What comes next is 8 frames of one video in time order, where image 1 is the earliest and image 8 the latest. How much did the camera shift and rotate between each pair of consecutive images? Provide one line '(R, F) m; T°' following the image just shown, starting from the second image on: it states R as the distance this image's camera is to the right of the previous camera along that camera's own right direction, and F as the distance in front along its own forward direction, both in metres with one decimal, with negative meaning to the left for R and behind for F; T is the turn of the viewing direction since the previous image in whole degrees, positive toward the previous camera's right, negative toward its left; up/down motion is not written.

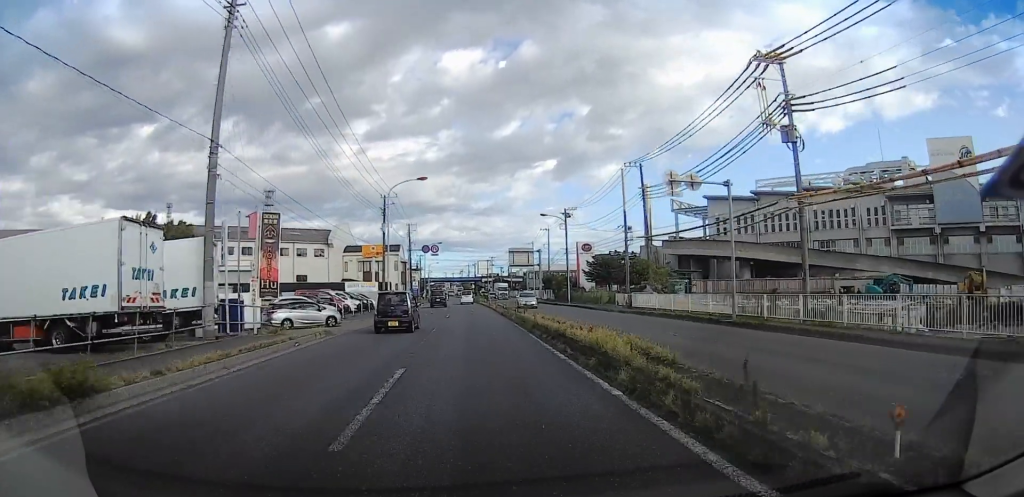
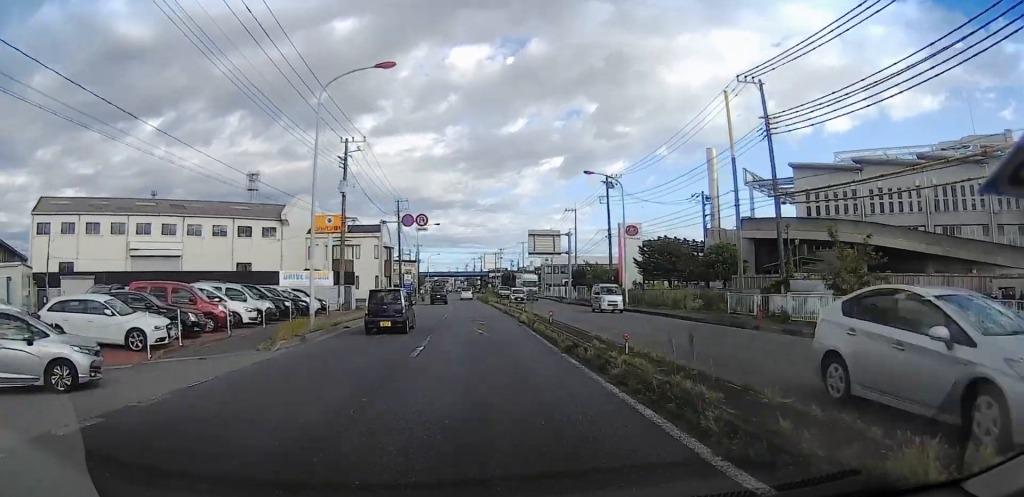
(+0.1, +22.7) m; 0°
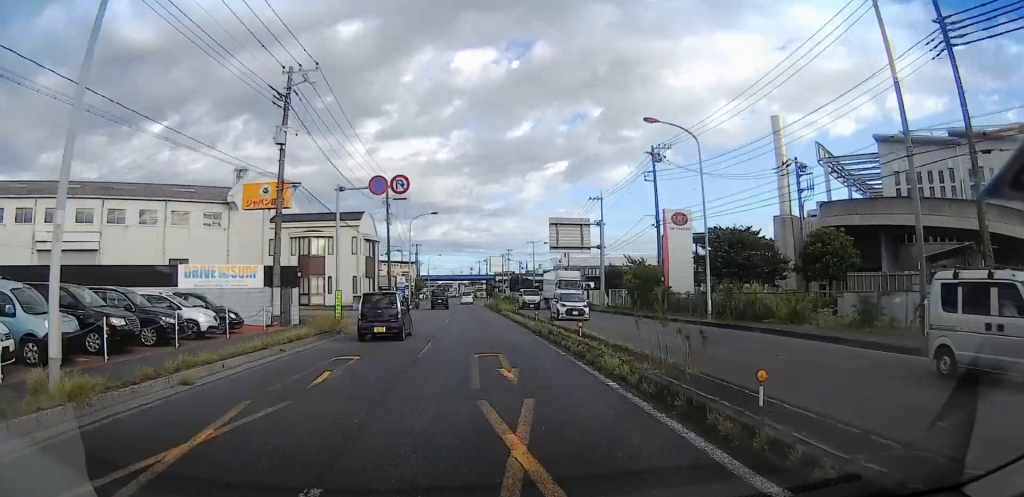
(-0.1, +14.9) m; 0°
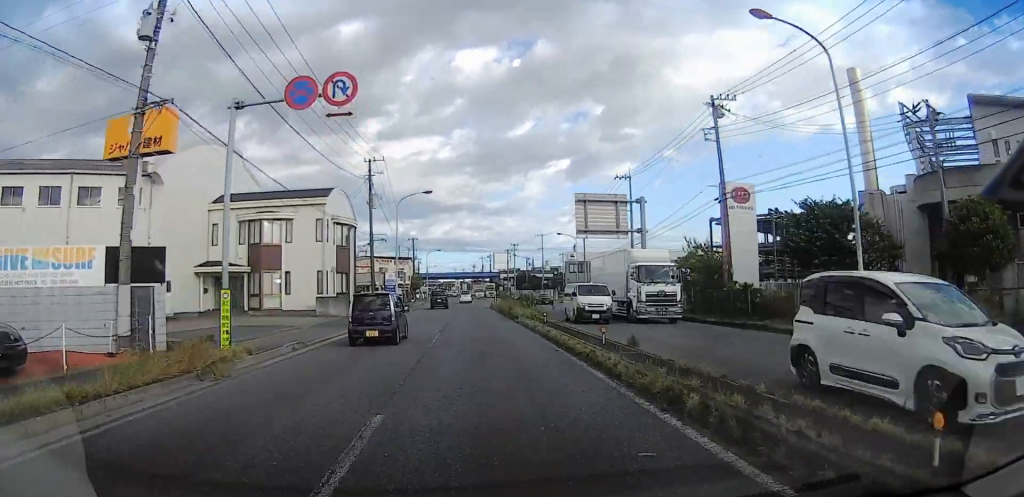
(0.0, +12.4) m; 0°
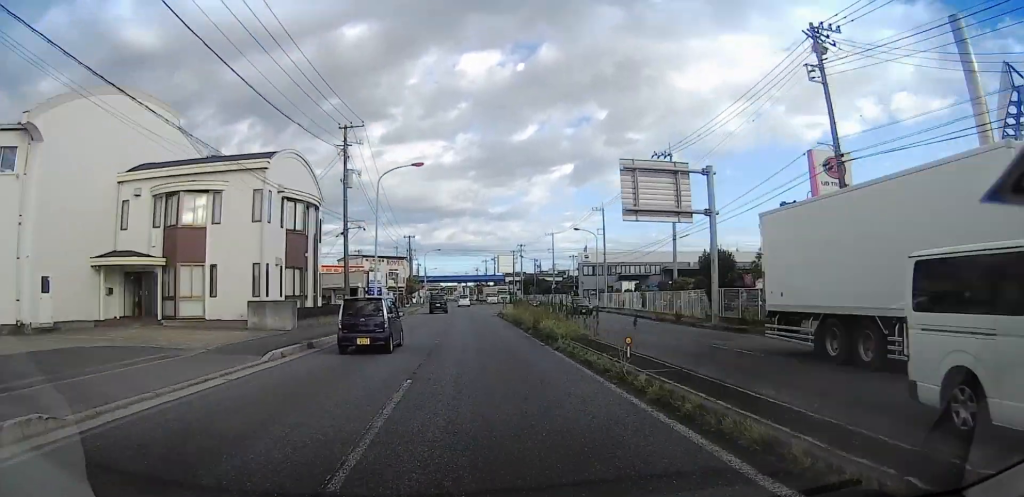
(0.0, +11.8) m; +1°
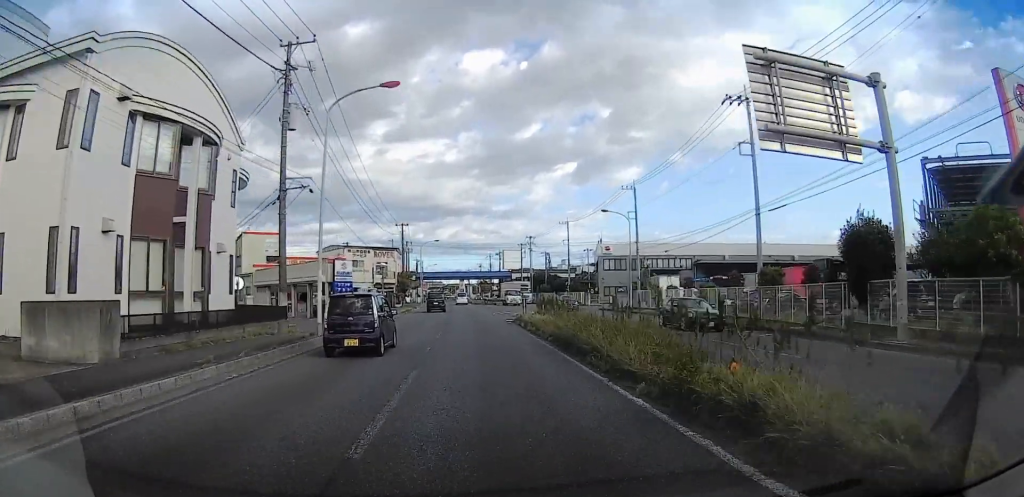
(+0.2, +14.8) m; 0°
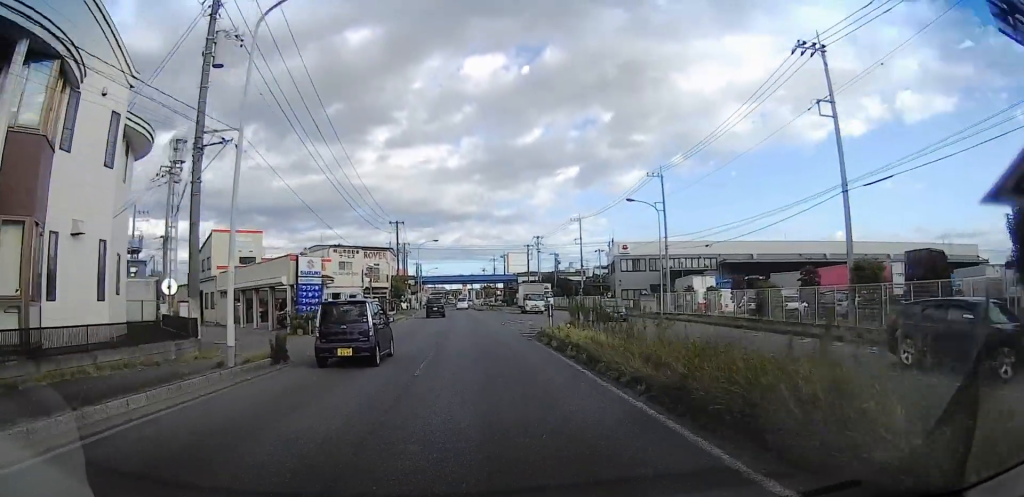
(0.0, +9.4) m; -1°
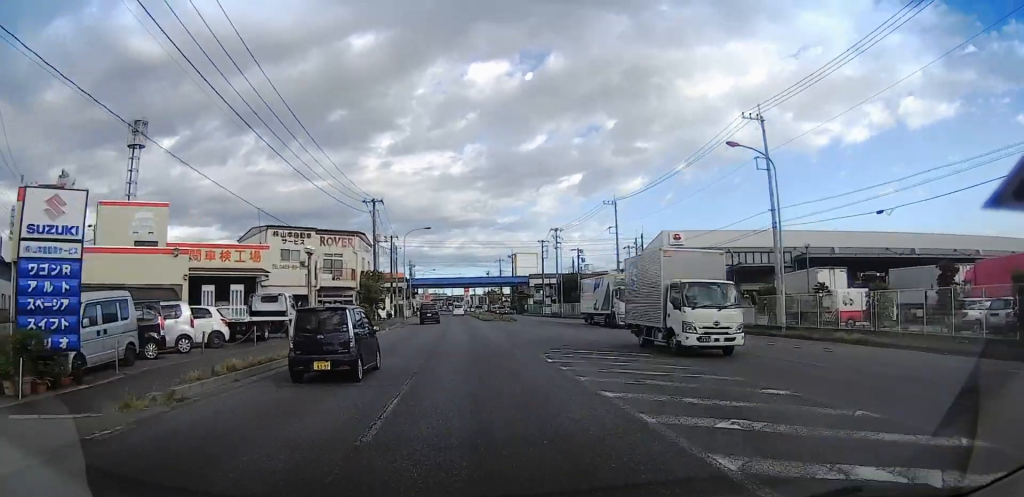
(-0.5, +20.8) m; -3°
